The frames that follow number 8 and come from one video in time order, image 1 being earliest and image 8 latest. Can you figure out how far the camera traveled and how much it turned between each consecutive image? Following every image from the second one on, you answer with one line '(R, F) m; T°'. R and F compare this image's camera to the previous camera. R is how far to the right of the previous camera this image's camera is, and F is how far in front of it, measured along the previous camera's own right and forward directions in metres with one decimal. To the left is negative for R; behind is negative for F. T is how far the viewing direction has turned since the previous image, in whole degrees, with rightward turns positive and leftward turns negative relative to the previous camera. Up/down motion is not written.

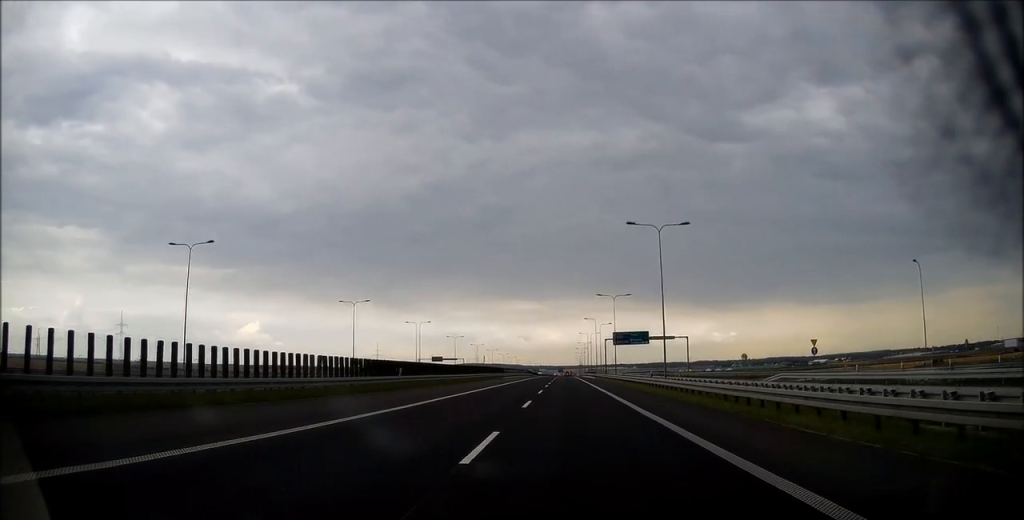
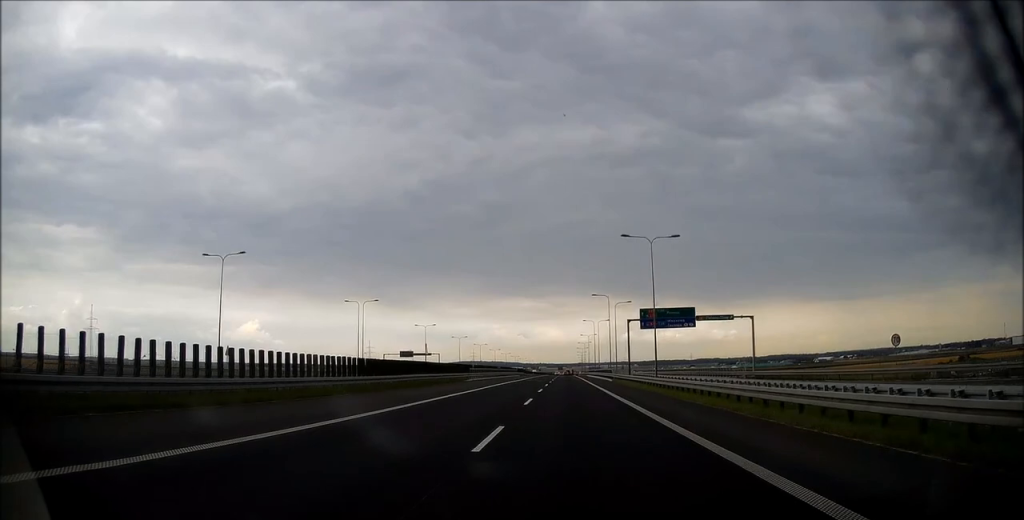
(+0.1, +35.0) m; 0°
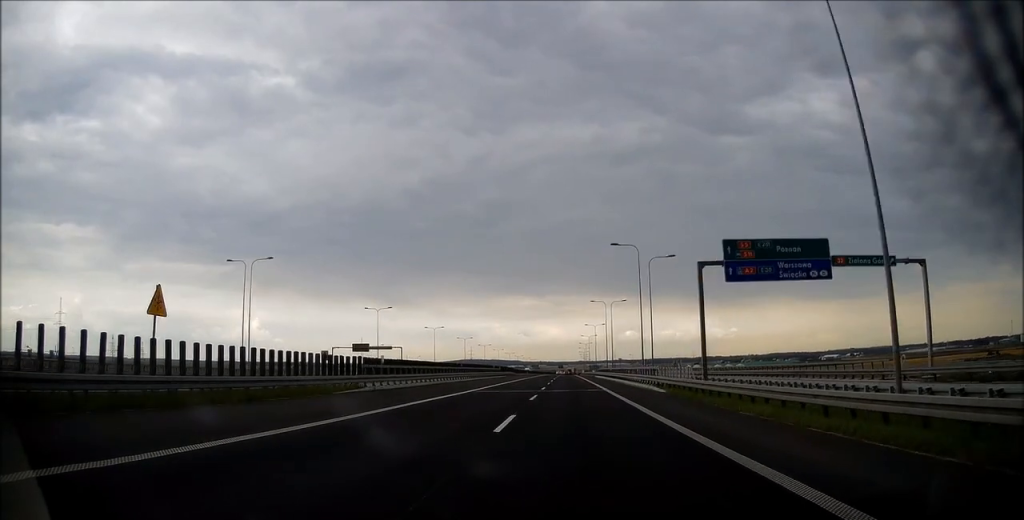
(-0.1, +33.5) m; 0°
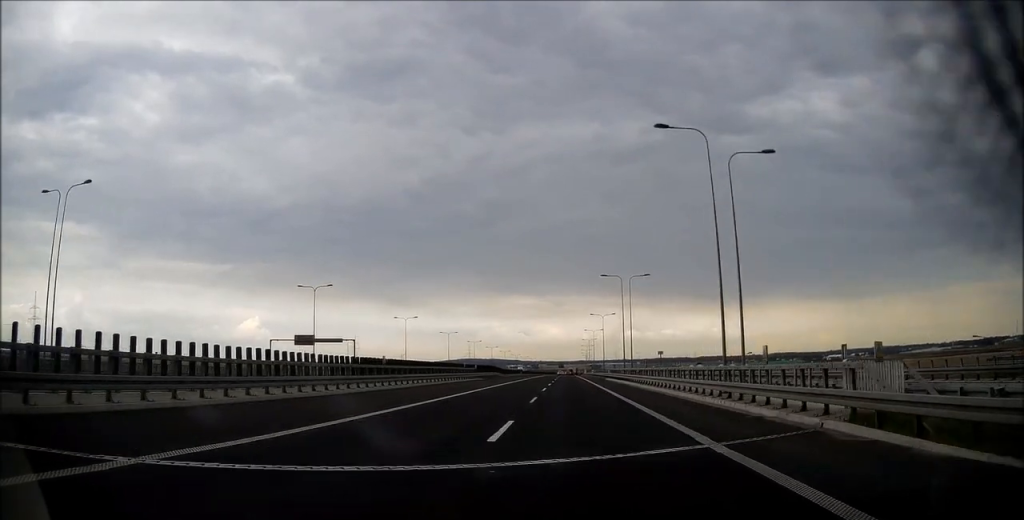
(0.0, +25.4) m; 0°
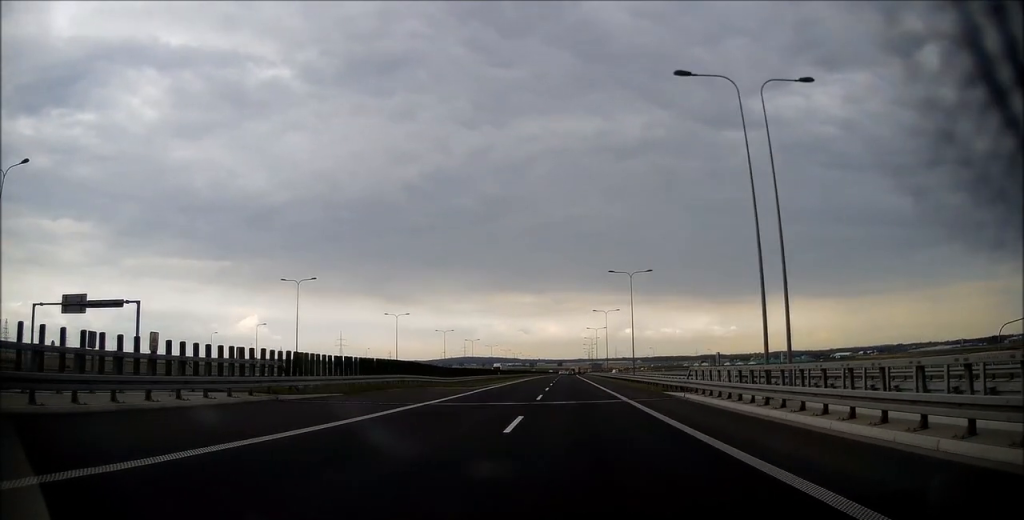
(0.0, +46.8) m; 0°
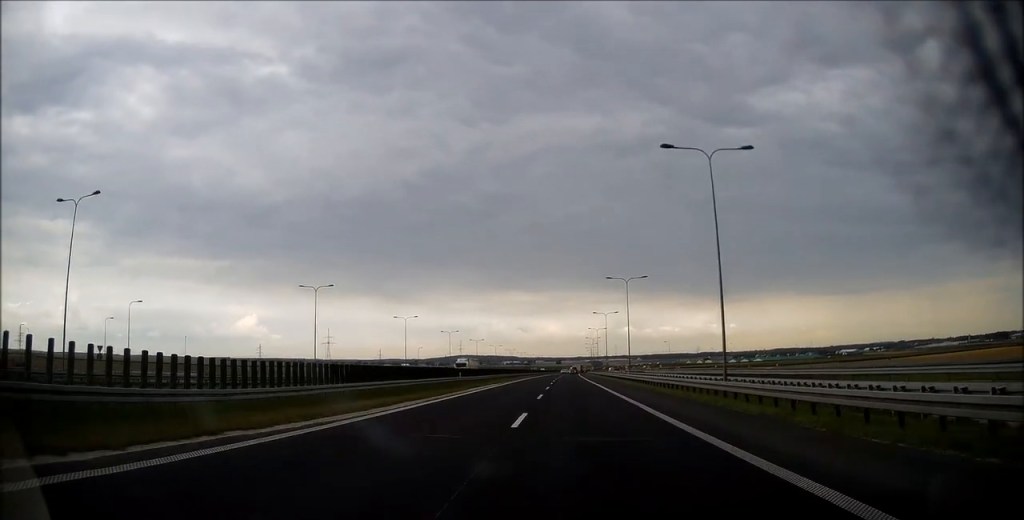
(0.0, +34.2) m; 0°
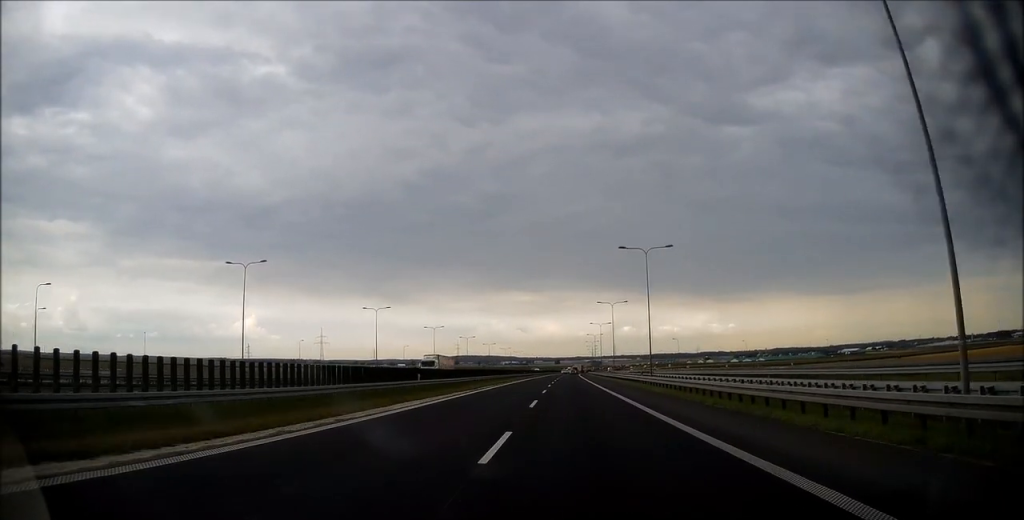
(0.0, +17.0) m; 0°
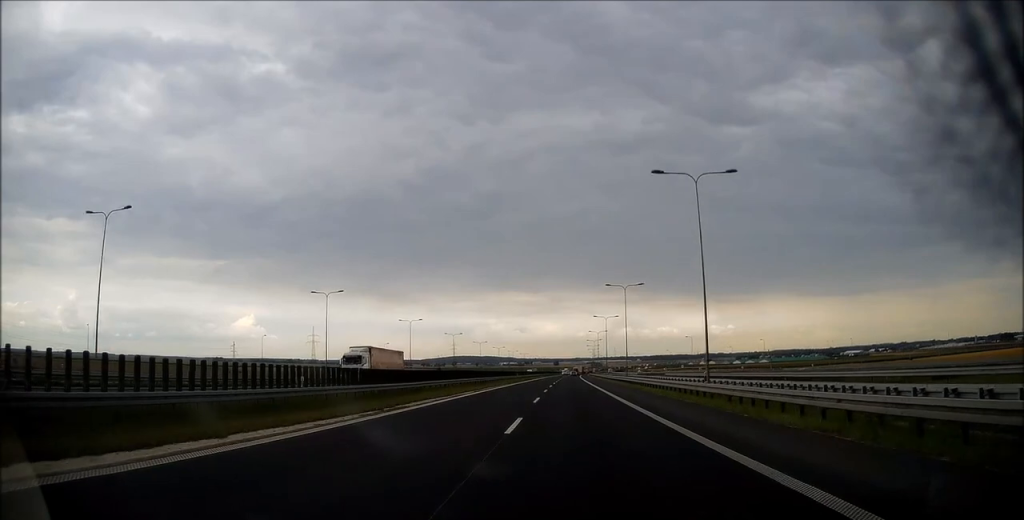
(0.0, +20.1) m; 0°
